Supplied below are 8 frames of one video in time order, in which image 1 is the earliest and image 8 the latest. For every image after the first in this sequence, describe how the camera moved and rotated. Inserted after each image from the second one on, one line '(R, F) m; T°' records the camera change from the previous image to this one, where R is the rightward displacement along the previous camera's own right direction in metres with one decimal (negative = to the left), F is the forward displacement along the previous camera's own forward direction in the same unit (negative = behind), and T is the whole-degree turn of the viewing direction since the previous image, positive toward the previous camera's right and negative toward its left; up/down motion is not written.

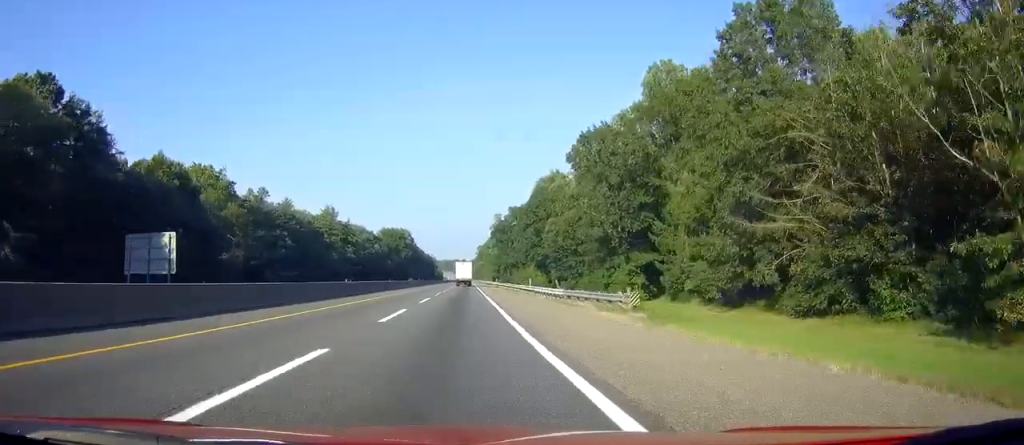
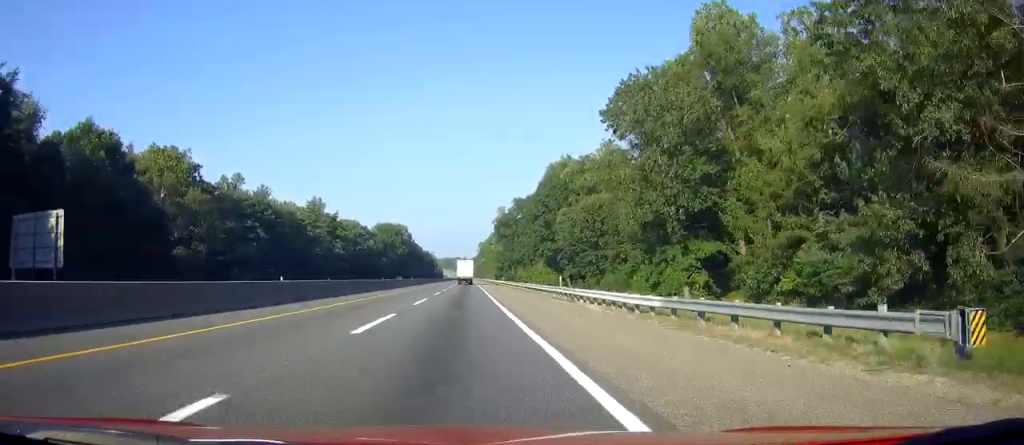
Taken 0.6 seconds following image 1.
(0.0, +19.8) m; 0°
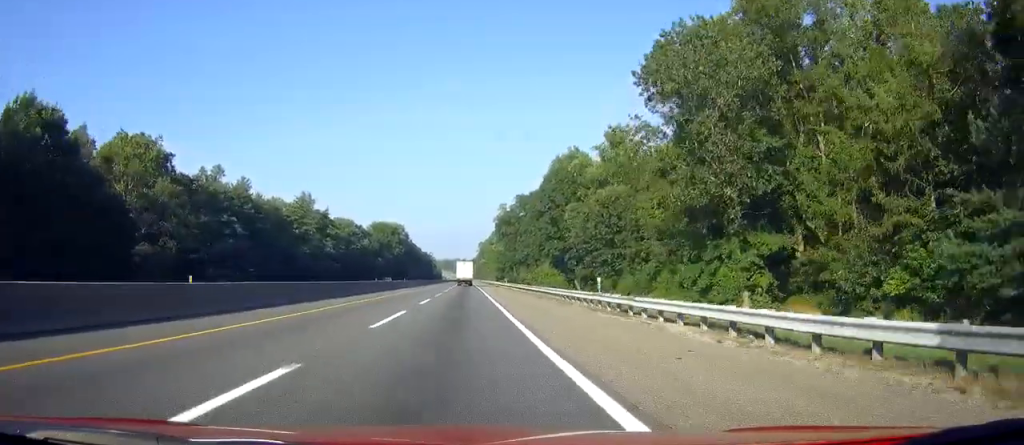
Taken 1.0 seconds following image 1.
(+0.1, +12.5) m; +1°
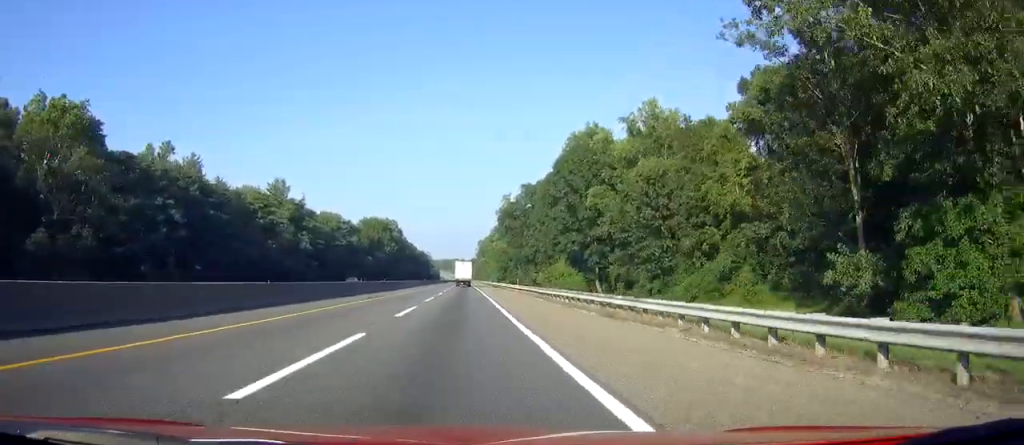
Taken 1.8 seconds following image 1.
(+0.2, +25.0) m; 0°
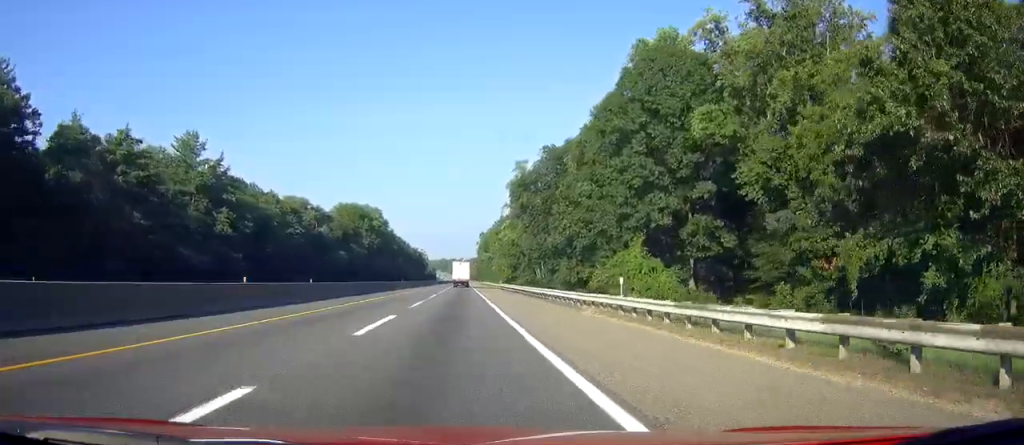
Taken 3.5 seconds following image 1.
(+0.1, +52.1) m; +1°
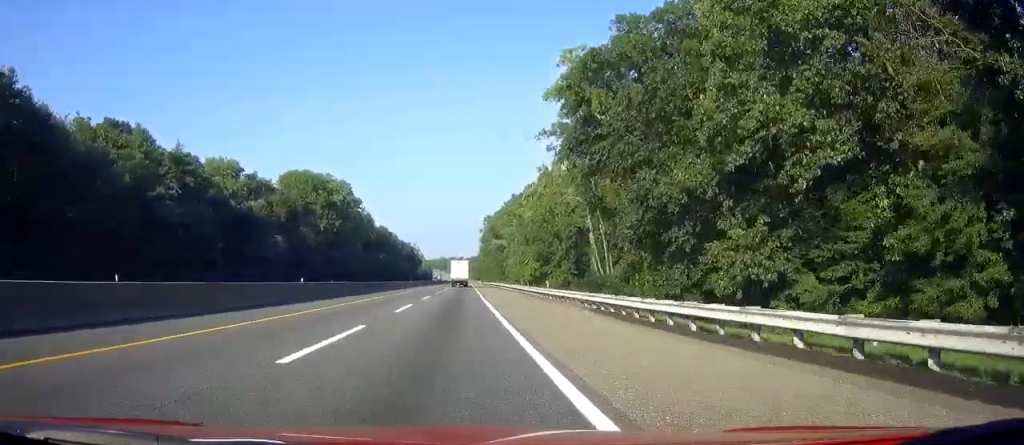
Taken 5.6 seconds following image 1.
(+0.5, +65.0) m; +1°
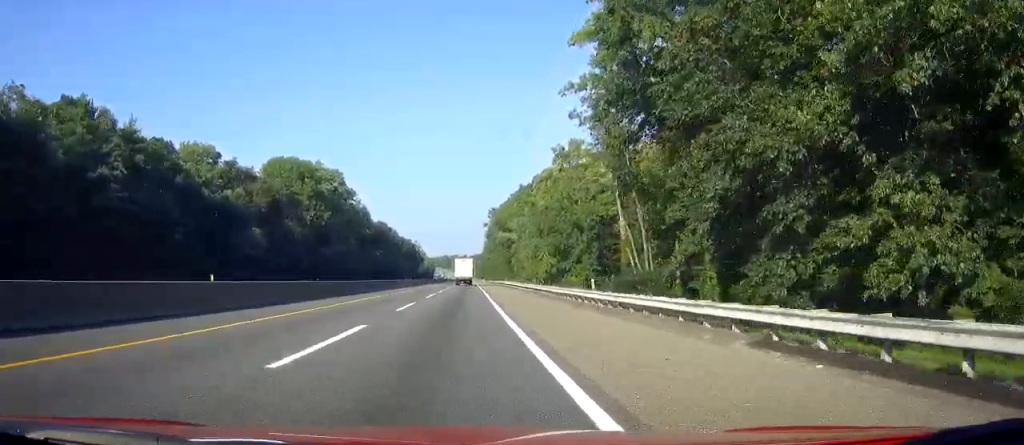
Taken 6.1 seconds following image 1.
(+0.1, +15.8) m; 0°
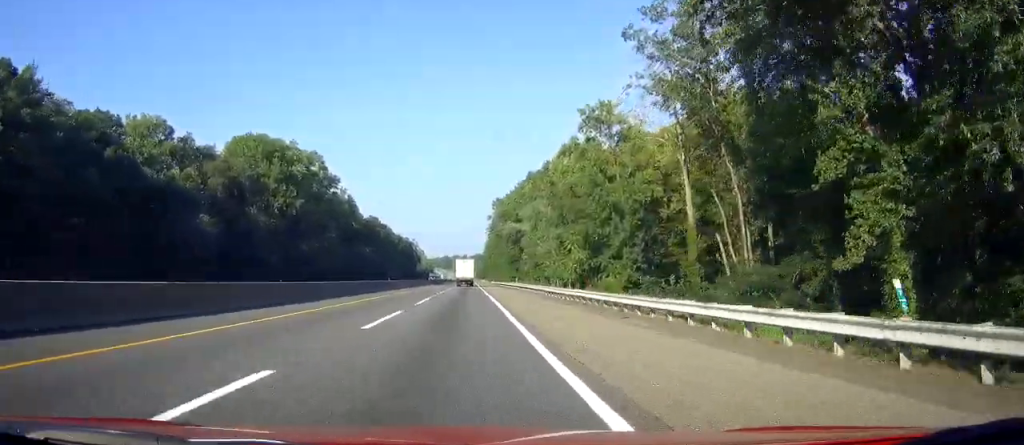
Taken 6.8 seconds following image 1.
(+0.1, +23.2) m; 0°
